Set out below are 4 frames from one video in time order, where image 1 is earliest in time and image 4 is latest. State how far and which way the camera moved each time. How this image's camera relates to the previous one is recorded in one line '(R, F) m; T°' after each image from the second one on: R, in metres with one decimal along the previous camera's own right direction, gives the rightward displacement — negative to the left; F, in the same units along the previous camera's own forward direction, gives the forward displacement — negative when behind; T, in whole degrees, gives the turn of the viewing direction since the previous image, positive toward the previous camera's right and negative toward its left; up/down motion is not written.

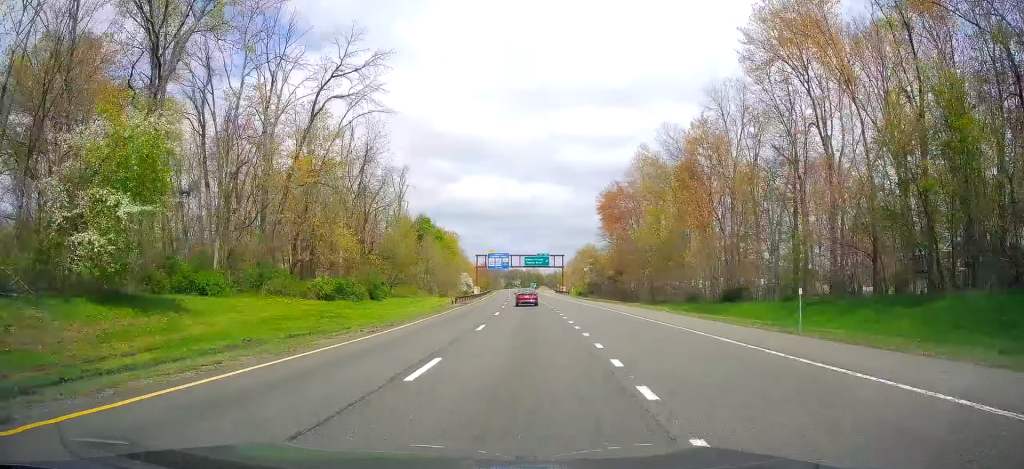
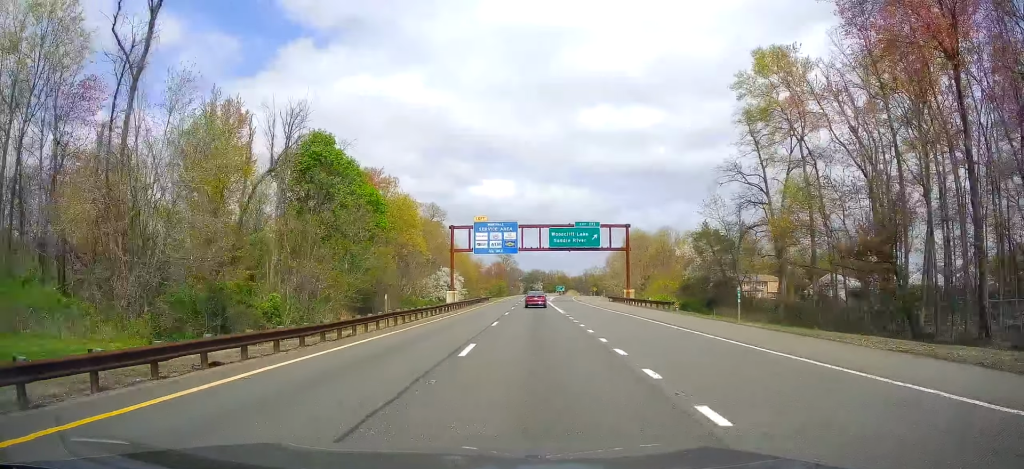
(-4.7, +82.0) m; -5°
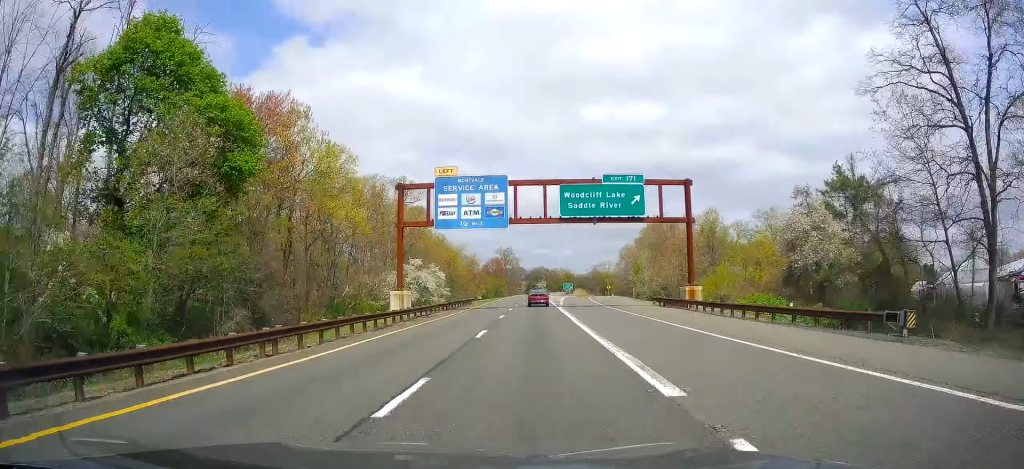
(0.0, +30.9) m; -1°
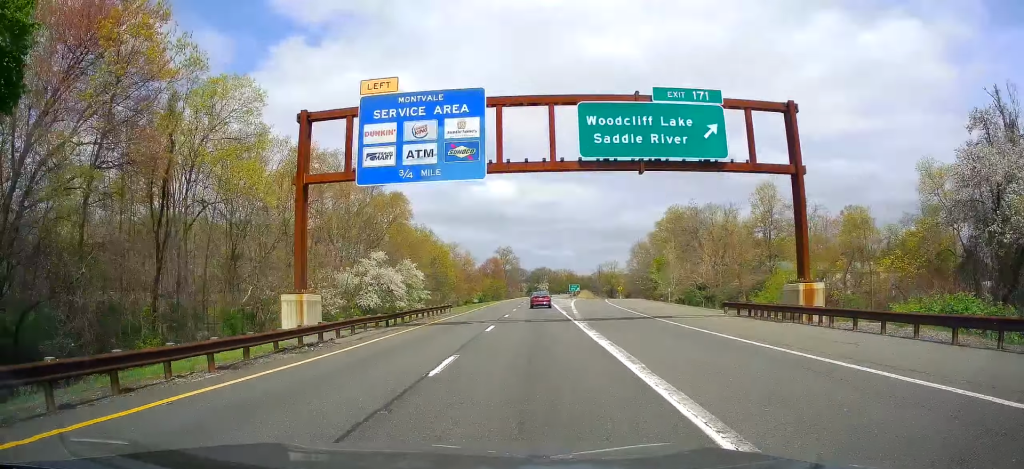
(-0.3, +20.6) m; 0°
